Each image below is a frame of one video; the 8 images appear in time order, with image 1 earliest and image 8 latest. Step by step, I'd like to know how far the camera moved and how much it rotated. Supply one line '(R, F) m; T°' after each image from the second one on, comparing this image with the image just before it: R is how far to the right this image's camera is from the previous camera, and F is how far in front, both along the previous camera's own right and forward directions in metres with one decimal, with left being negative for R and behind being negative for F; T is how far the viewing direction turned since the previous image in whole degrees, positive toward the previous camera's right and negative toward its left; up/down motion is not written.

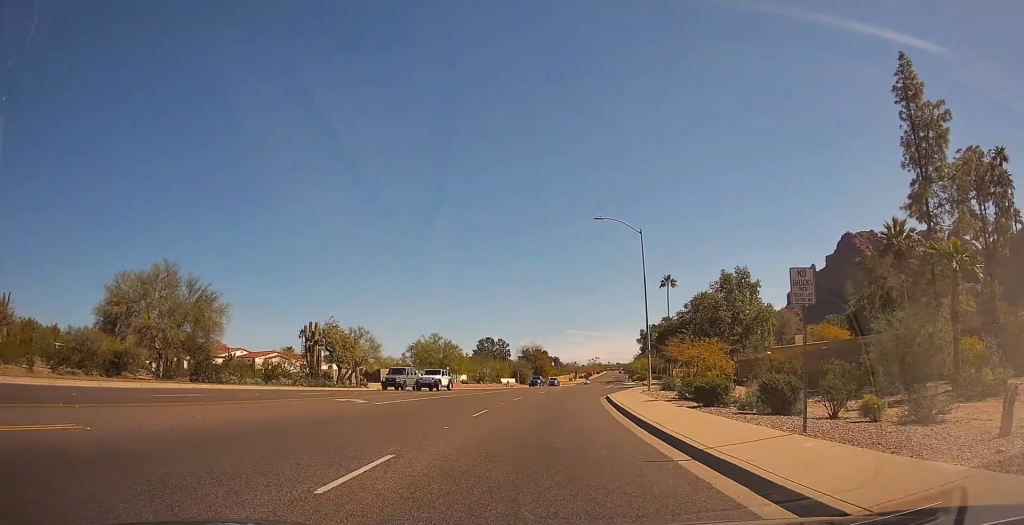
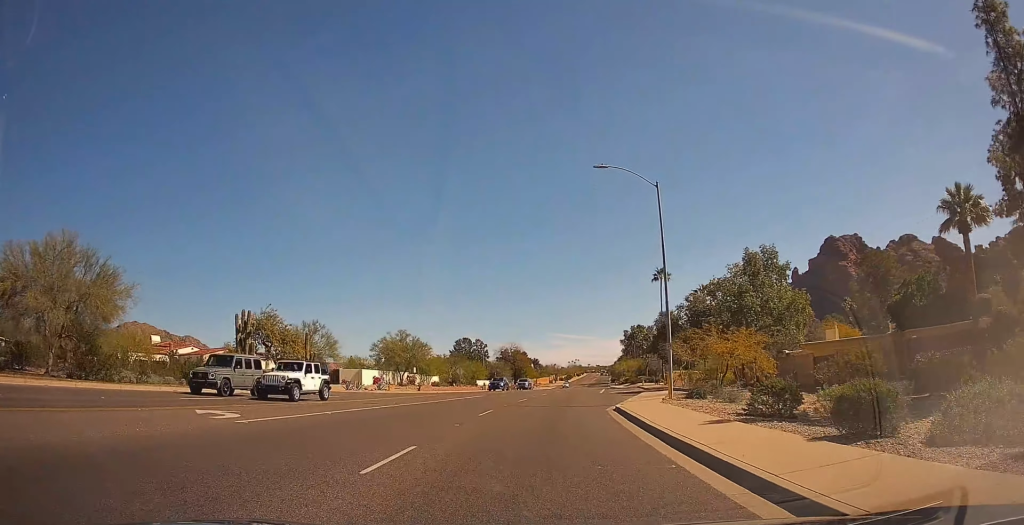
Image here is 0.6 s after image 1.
(0.0, +10.4) m; +2°
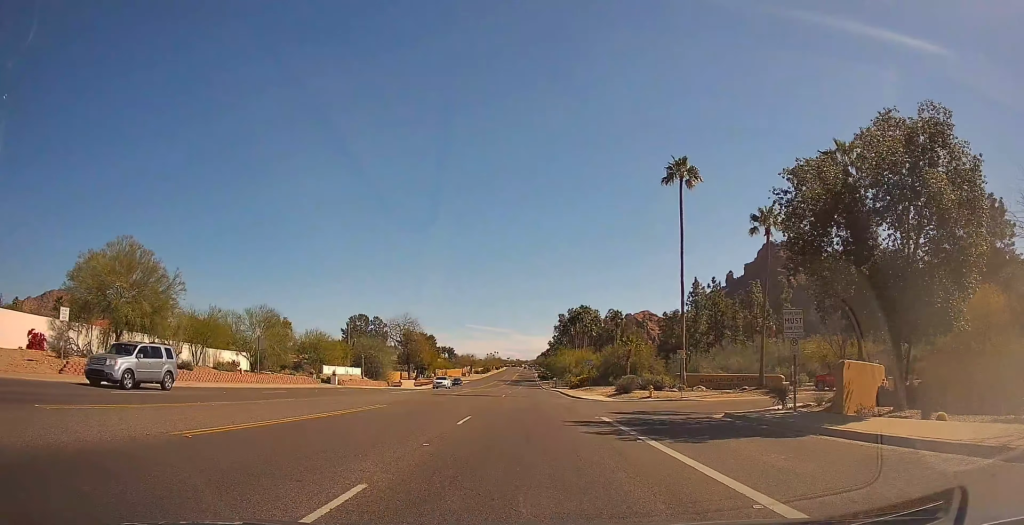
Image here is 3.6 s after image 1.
(+3.2, +51.2) m; +5°
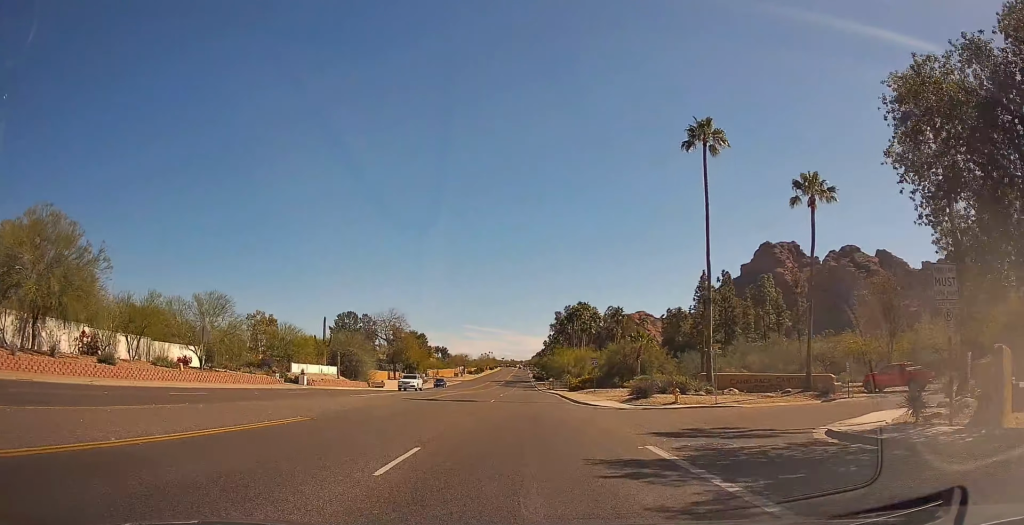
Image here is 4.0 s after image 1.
(+0.2, +8.1) m; 0°
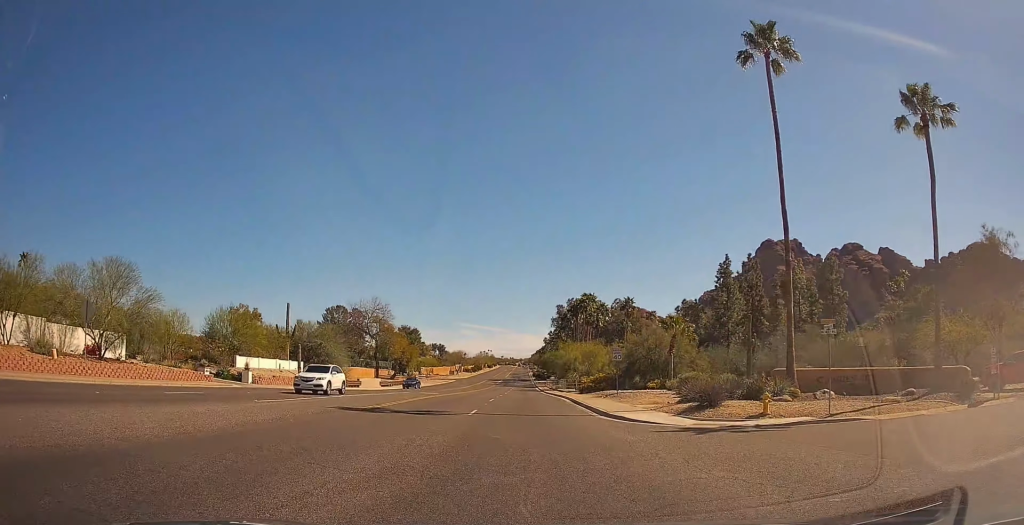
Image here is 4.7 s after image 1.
(-0.8, +12.1) m; 0°
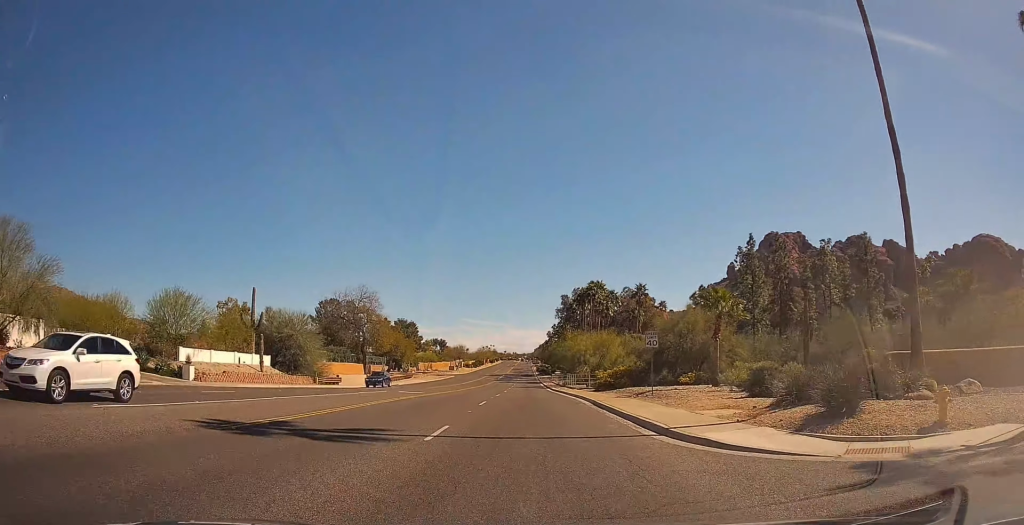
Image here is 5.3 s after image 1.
(+0.2, +9.2) m; +1°
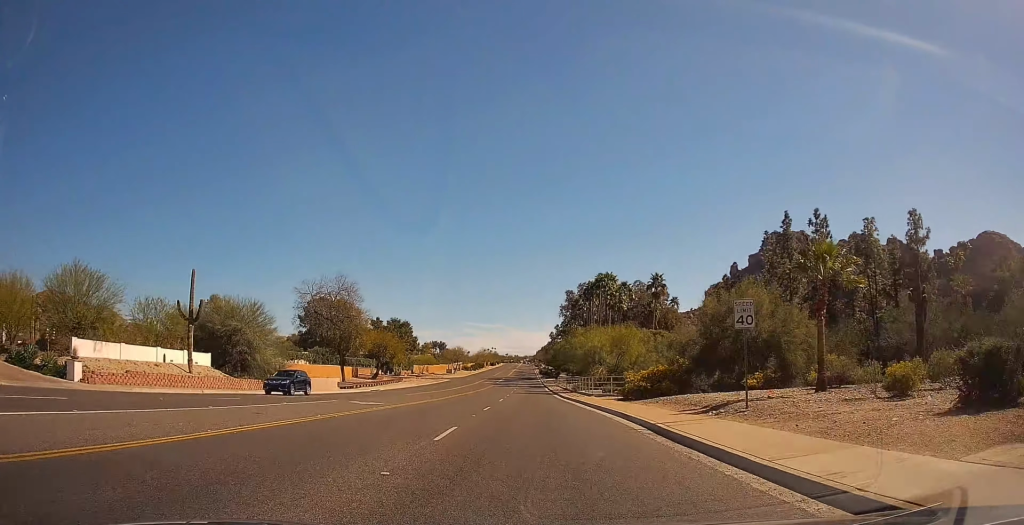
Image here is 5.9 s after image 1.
(+0.6, +11.6) m; +1°
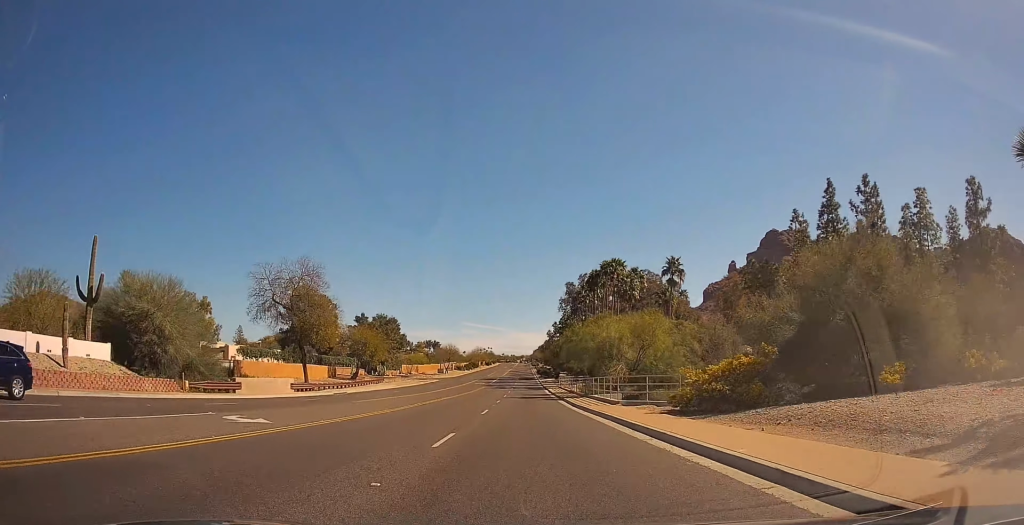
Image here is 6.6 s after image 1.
(-0.3, +12.1) m; -3°
